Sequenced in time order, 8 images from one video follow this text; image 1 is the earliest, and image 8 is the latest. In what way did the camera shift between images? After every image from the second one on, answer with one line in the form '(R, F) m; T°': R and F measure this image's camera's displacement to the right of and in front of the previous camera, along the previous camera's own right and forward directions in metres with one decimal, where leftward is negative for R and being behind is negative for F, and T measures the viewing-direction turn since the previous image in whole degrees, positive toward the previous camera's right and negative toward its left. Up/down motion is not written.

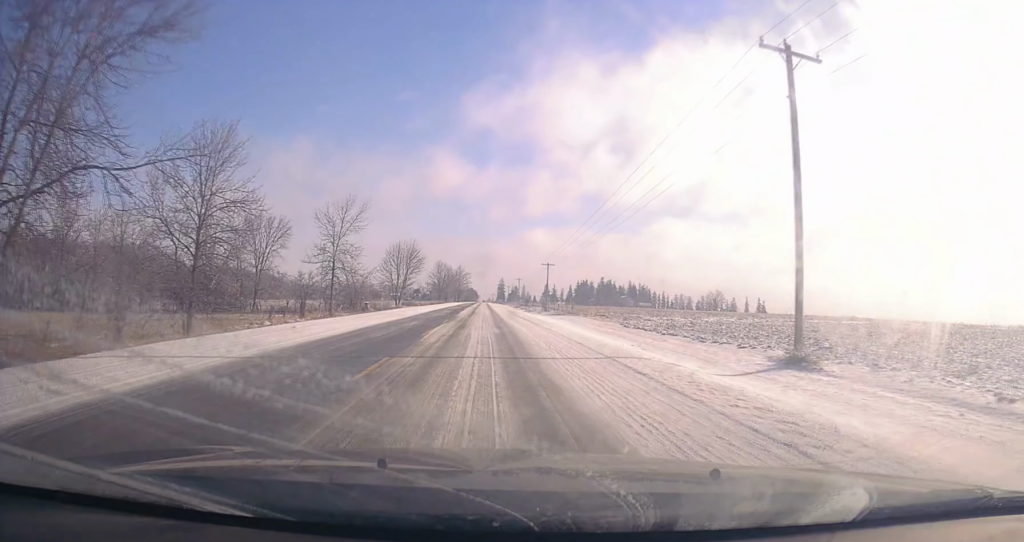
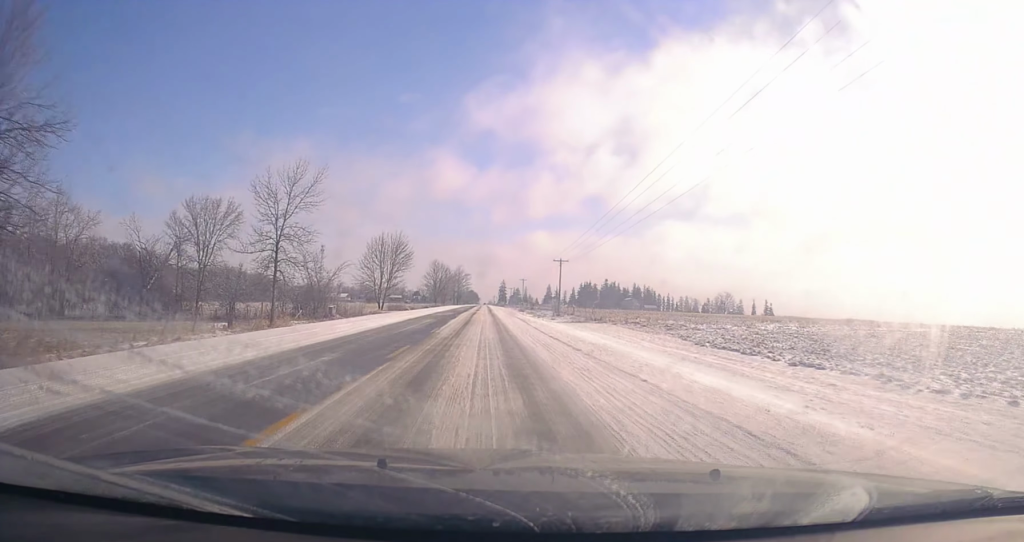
(0.0, +15.2) m; 0°
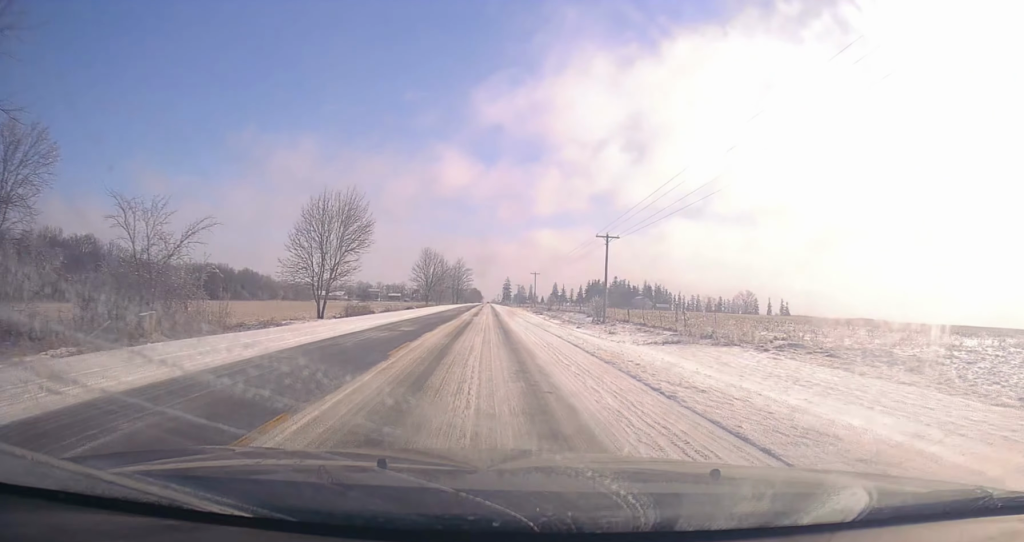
(+0.1, +28.4) m; 0°
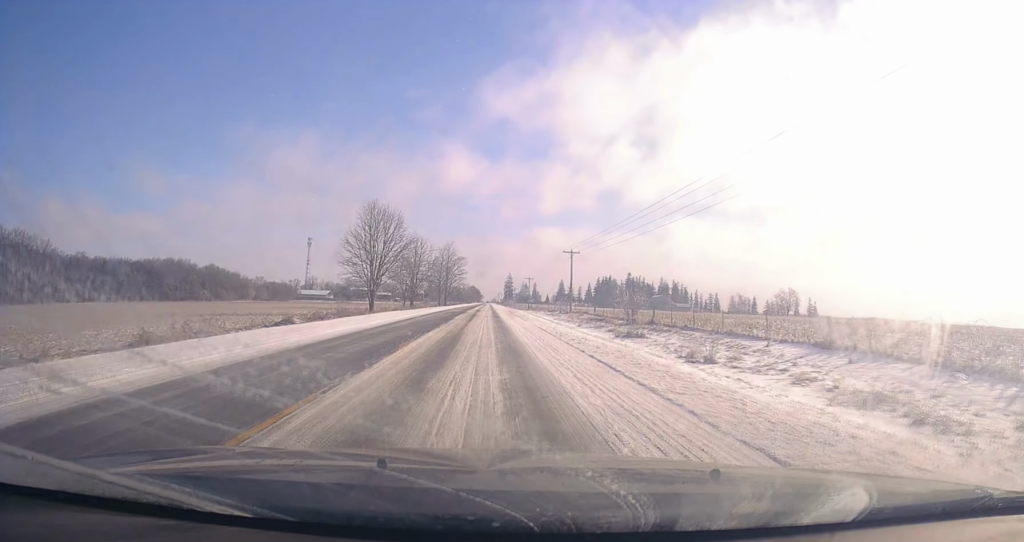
(-0.1, +55.4) m; 0°
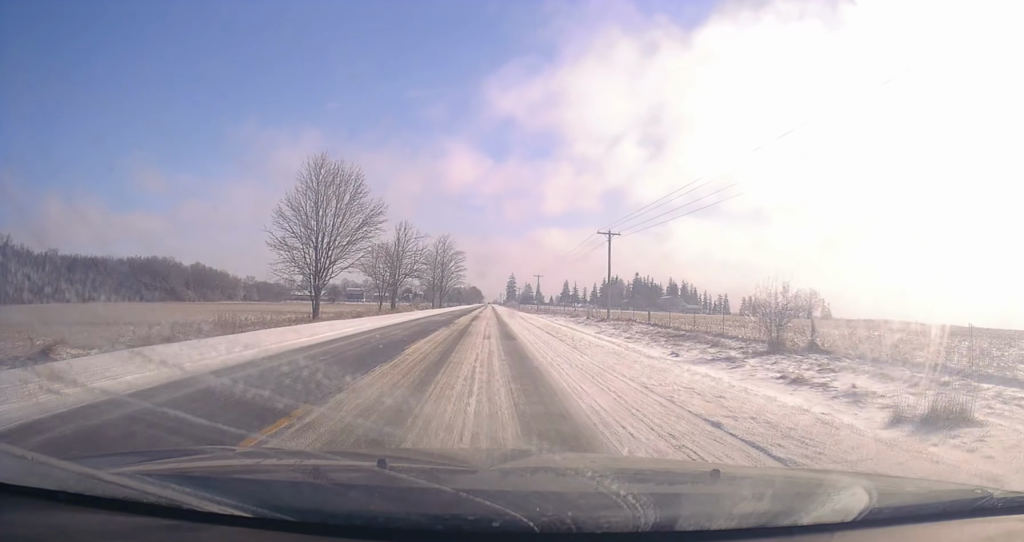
(-0.5, +21.4) m; -1°
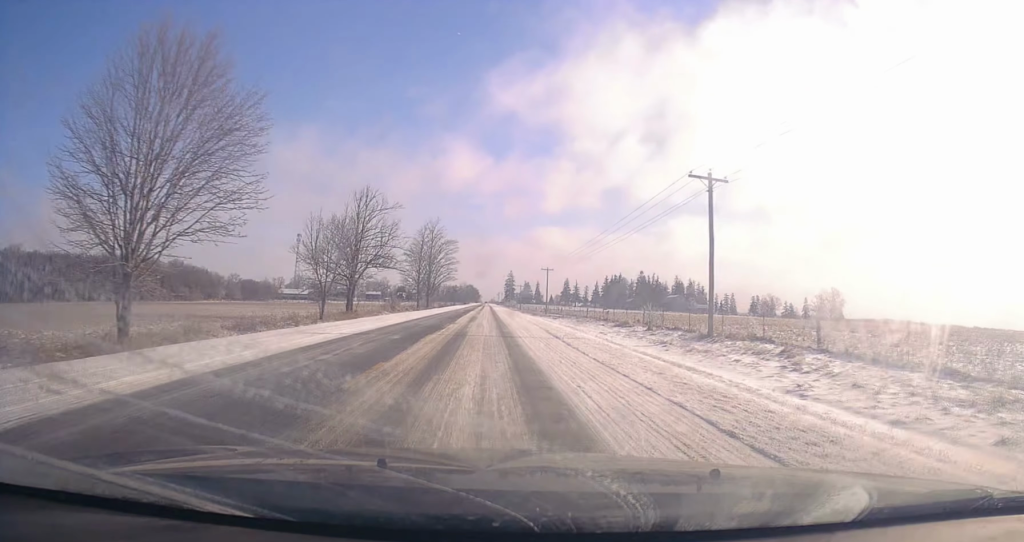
(+0.1, +23.9) m; 0°
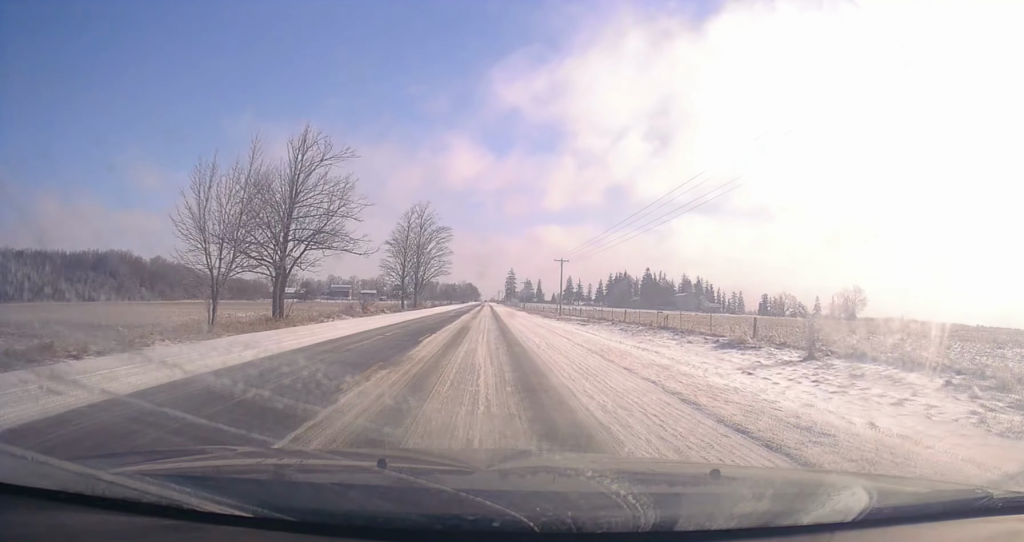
(-0.1, +19.2) m; 0°
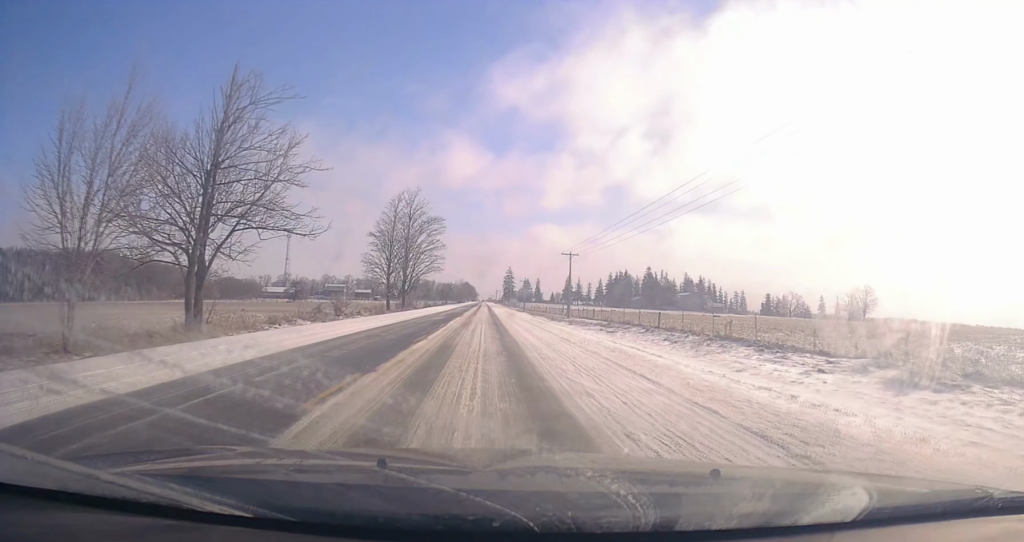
(-0.1, +10.4) m; 0°
